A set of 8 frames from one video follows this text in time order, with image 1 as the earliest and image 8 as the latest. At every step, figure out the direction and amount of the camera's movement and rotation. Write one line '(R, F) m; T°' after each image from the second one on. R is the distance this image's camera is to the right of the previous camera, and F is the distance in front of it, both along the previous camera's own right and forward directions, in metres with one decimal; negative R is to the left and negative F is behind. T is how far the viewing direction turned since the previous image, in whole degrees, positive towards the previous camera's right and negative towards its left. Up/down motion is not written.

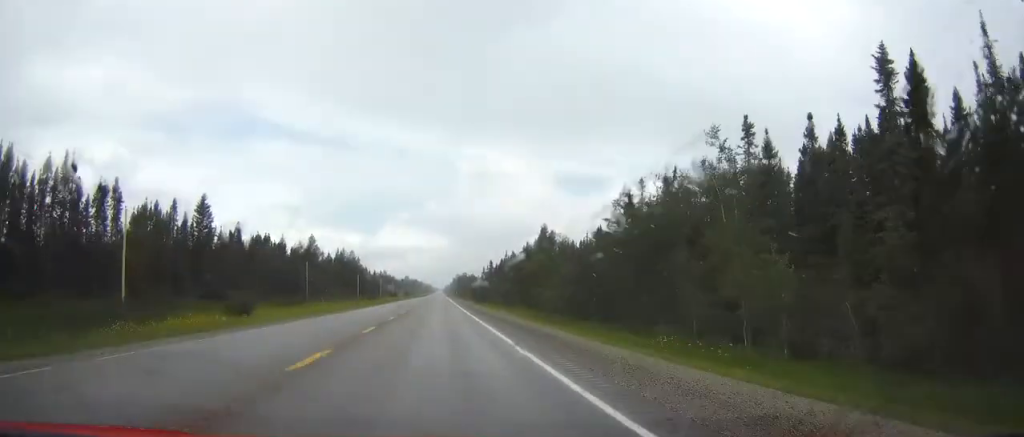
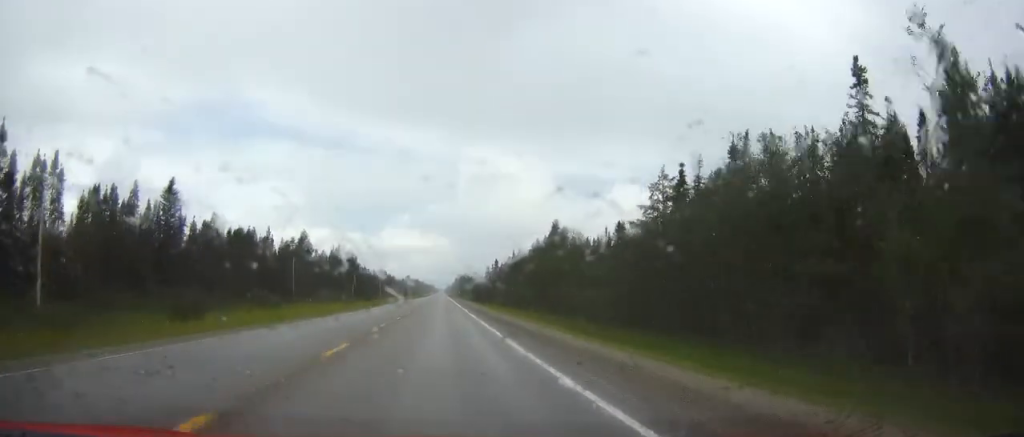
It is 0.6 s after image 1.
(0.0, +16.0) m; 0°
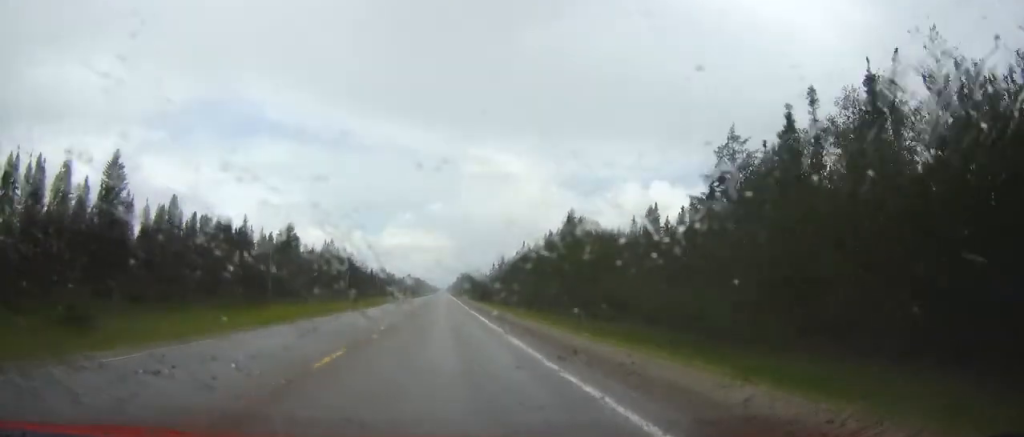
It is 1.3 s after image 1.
(-0.2, +19.8) m; 0°
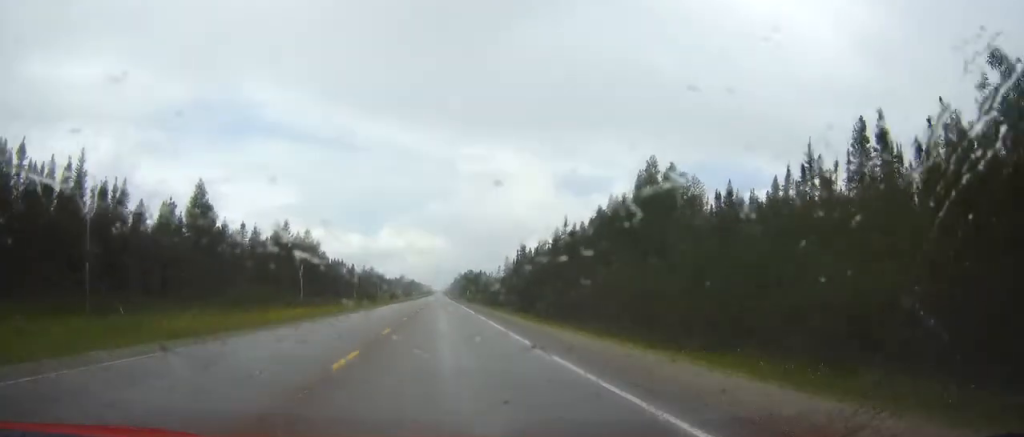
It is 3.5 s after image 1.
(0.0, +63.7) m; 0°
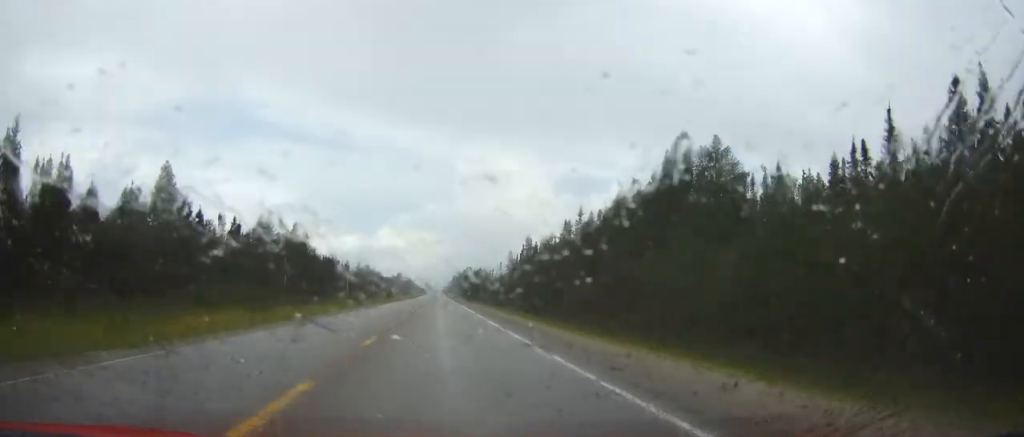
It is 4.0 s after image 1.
(0.0, +14.0) m; 0°
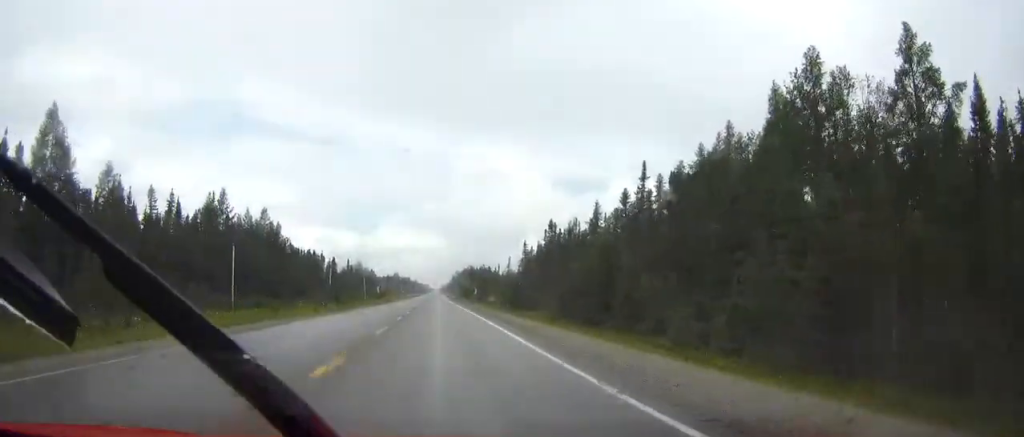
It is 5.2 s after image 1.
(+0.2, +32.4) m; 0°
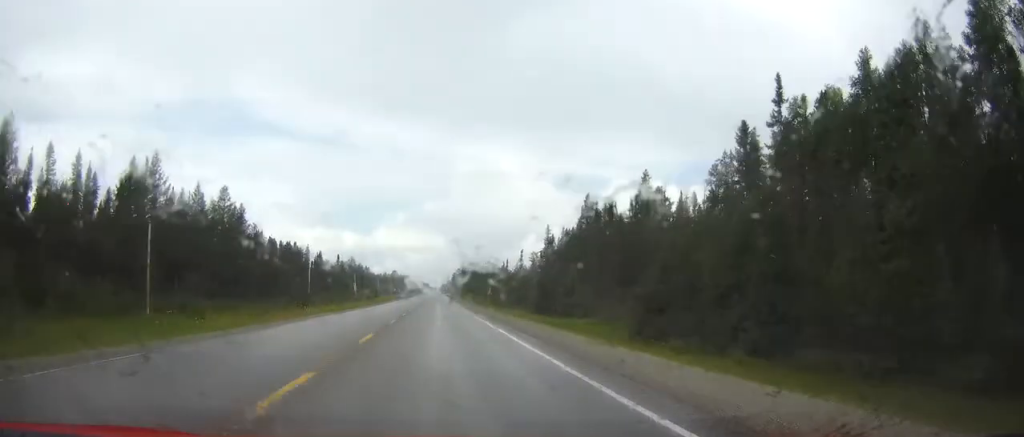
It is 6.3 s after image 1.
(0.0, +29.5) m; 0°
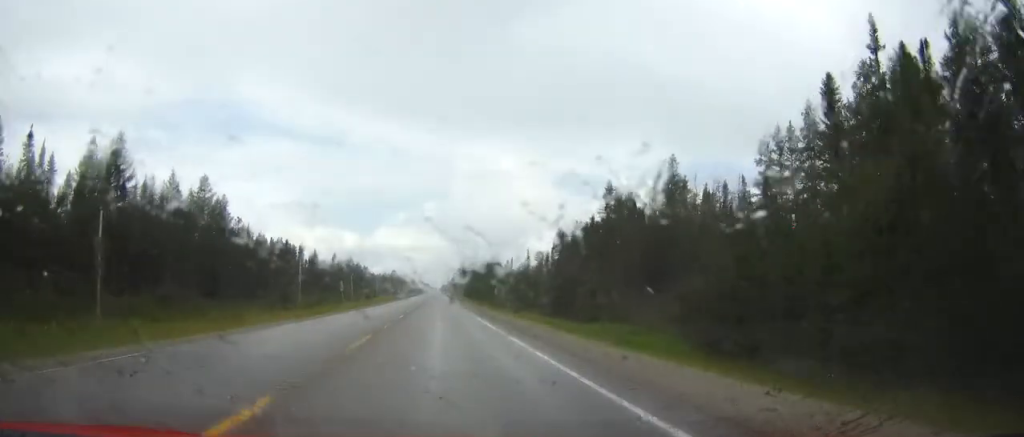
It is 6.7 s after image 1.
(0.0, +11.1) m; 0°
